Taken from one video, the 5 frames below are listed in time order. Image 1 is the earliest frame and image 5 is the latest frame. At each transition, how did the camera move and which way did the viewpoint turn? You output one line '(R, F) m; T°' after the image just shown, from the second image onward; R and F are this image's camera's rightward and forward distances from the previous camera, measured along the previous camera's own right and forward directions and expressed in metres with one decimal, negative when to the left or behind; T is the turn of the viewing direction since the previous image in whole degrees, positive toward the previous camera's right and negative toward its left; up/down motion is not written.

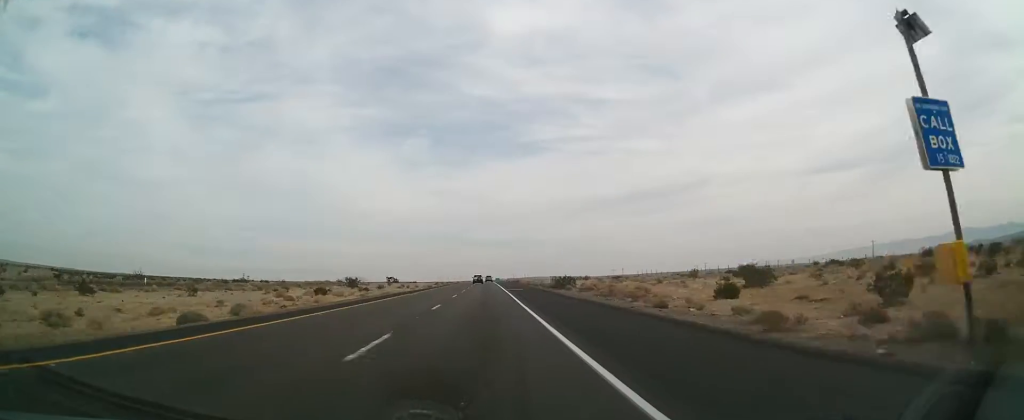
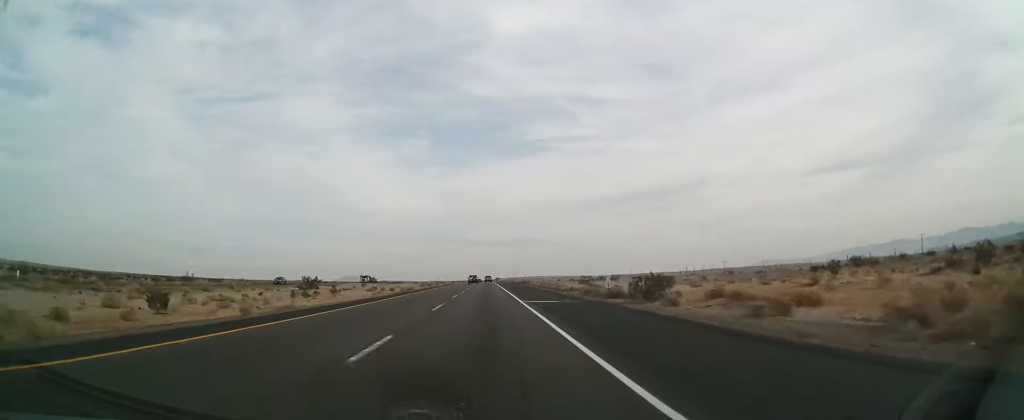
(+0.1, +29.3) m; 0°
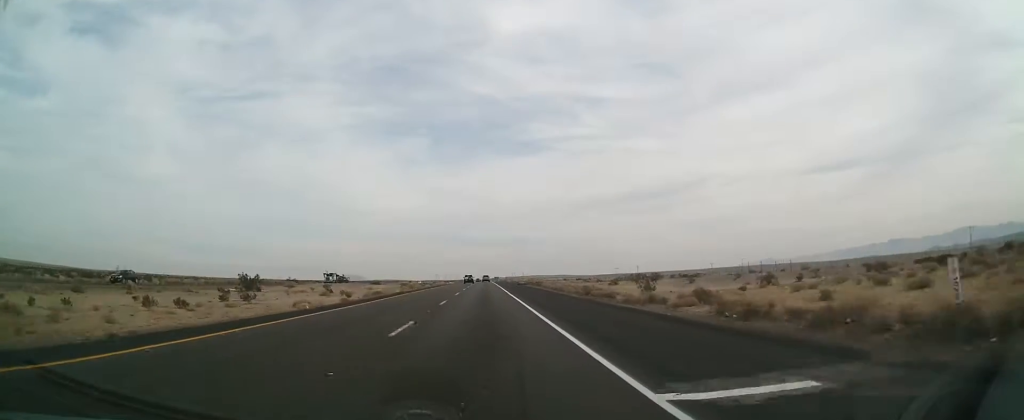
(+0.1, +25.1) m; 0°
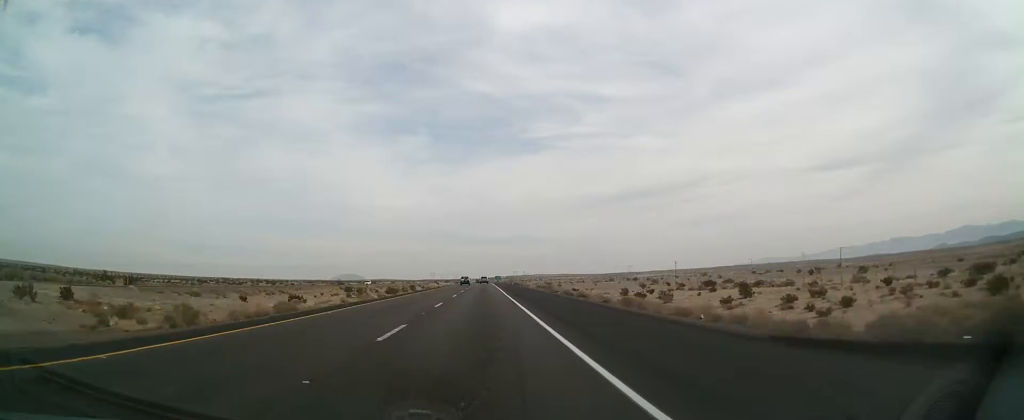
(+1.0, +88.5) m; +1°
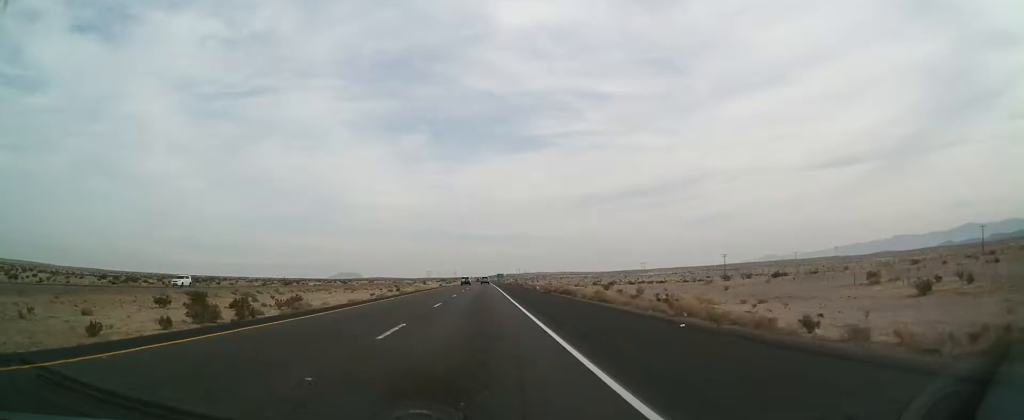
(-0.5, +72.5) m; -1°
